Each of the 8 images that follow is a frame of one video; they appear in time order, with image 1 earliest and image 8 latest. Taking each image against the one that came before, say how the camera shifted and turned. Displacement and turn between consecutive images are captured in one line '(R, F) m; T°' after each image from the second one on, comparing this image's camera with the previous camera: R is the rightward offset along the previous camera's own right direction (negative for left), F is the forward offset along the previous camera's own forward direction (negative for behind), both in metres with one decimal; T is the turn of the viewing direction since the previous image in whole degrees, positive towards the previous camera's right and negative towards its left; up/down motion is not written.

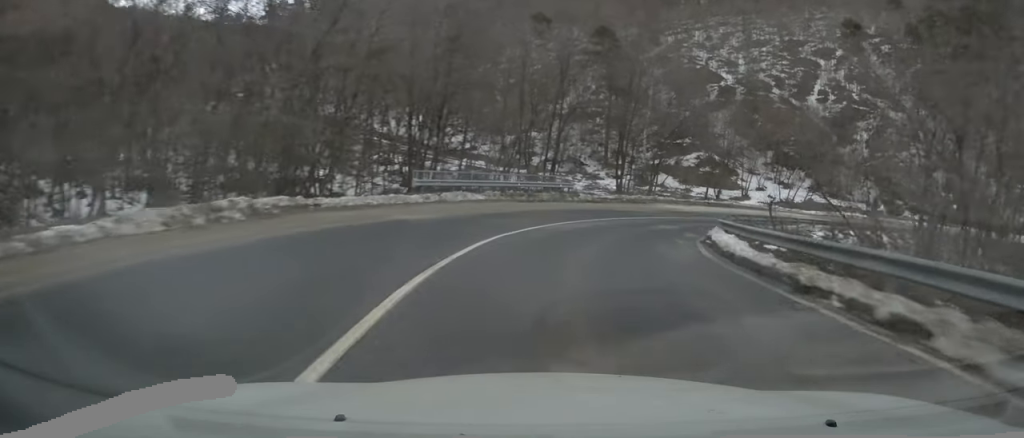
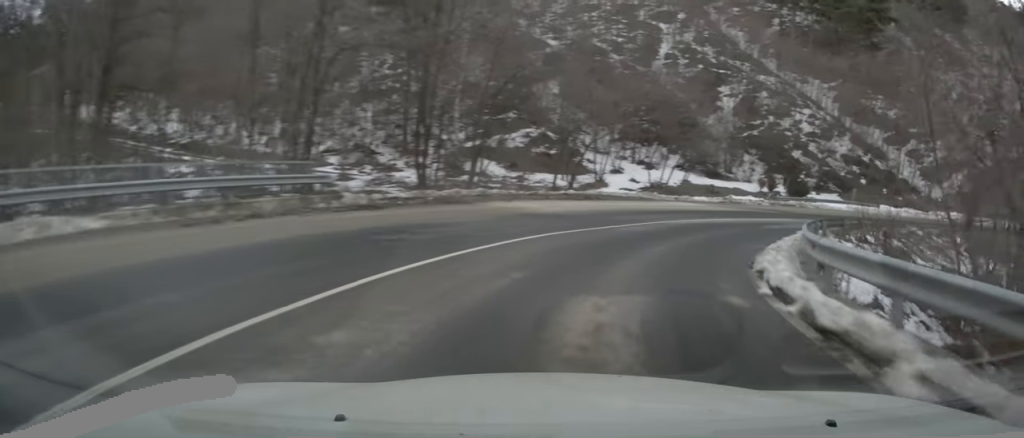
(+3.3, +17.4) m; +25°
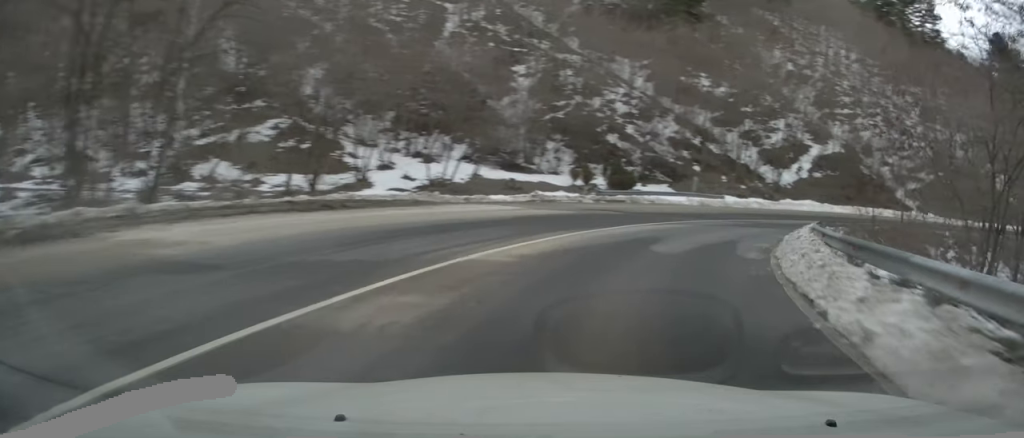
(+2.2, +11.7) m; +19°
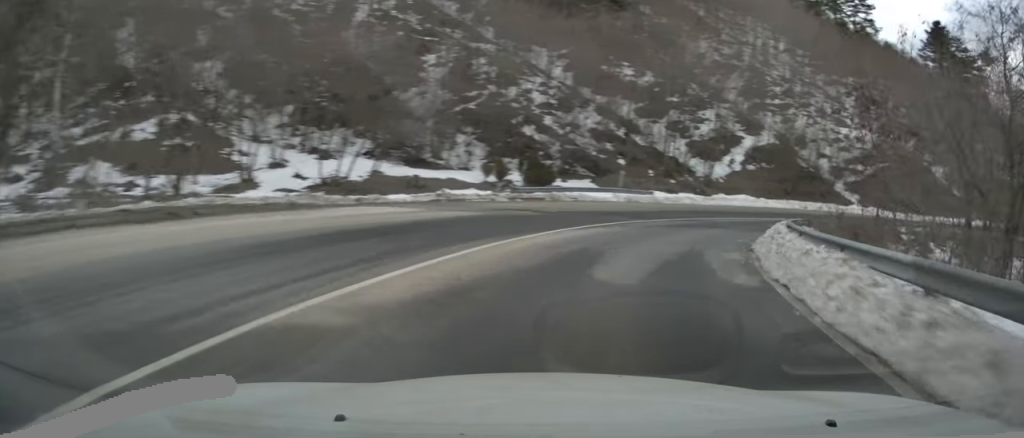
(+0.1, +4.4) m; +6°
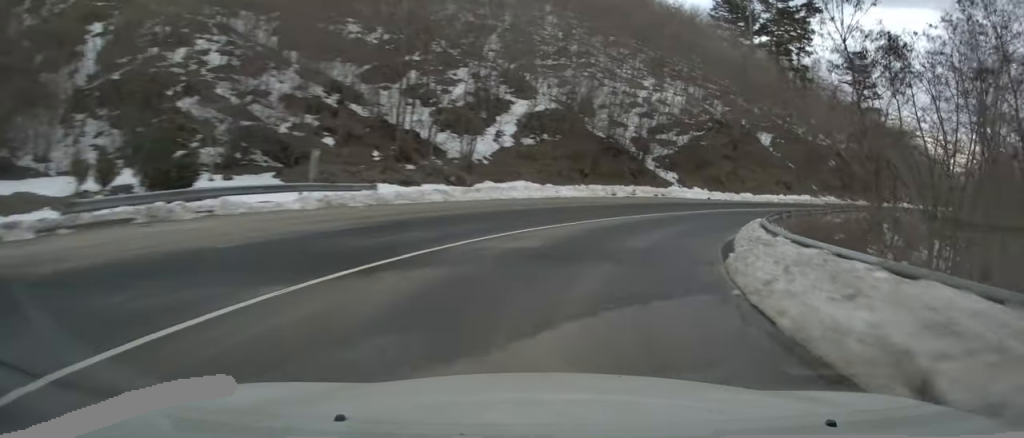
(+3.7, +17.8) m; +23°
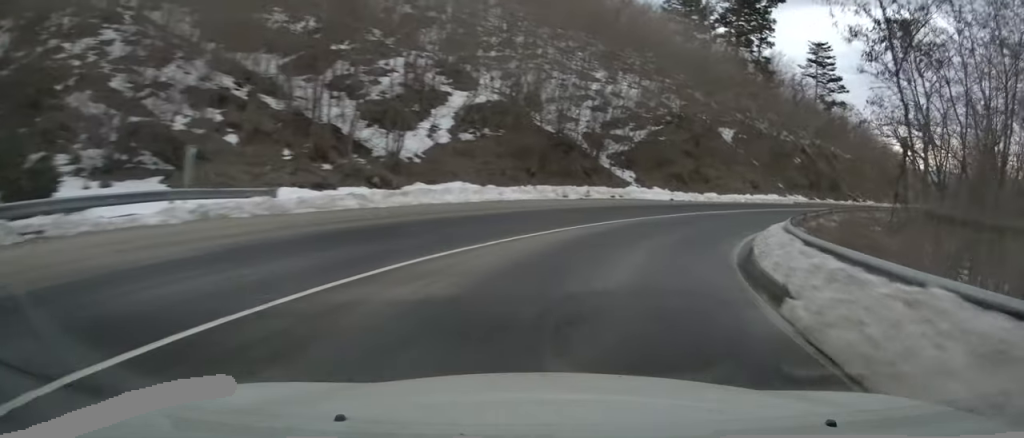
(+0.2, +4.8) m; +6°
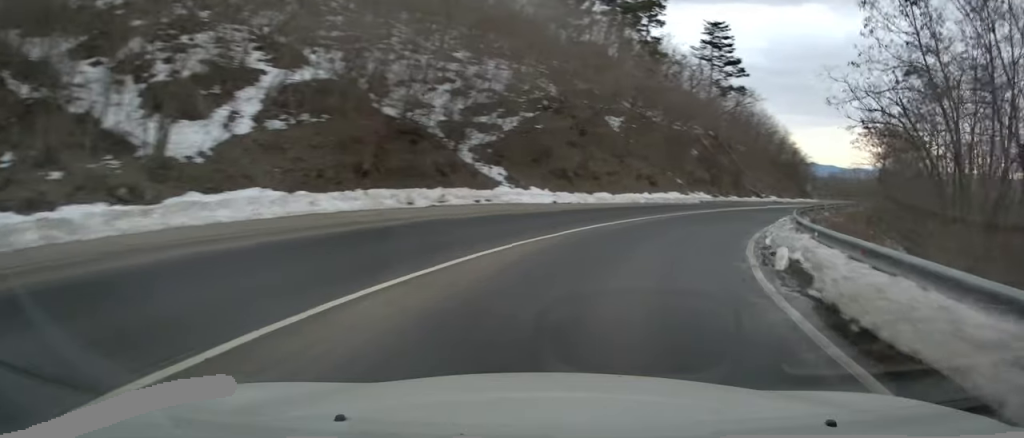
(+0.7, +9.3) m; +9°
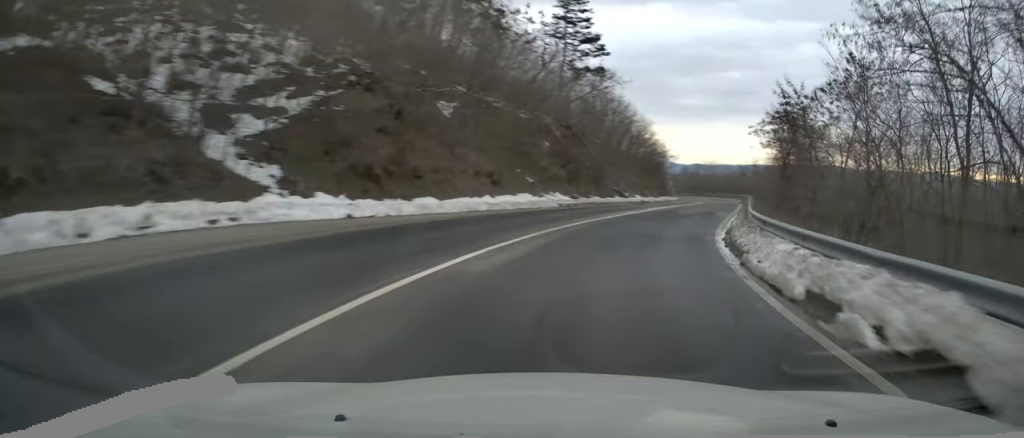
(+0.7, +10.4) m; +12°
